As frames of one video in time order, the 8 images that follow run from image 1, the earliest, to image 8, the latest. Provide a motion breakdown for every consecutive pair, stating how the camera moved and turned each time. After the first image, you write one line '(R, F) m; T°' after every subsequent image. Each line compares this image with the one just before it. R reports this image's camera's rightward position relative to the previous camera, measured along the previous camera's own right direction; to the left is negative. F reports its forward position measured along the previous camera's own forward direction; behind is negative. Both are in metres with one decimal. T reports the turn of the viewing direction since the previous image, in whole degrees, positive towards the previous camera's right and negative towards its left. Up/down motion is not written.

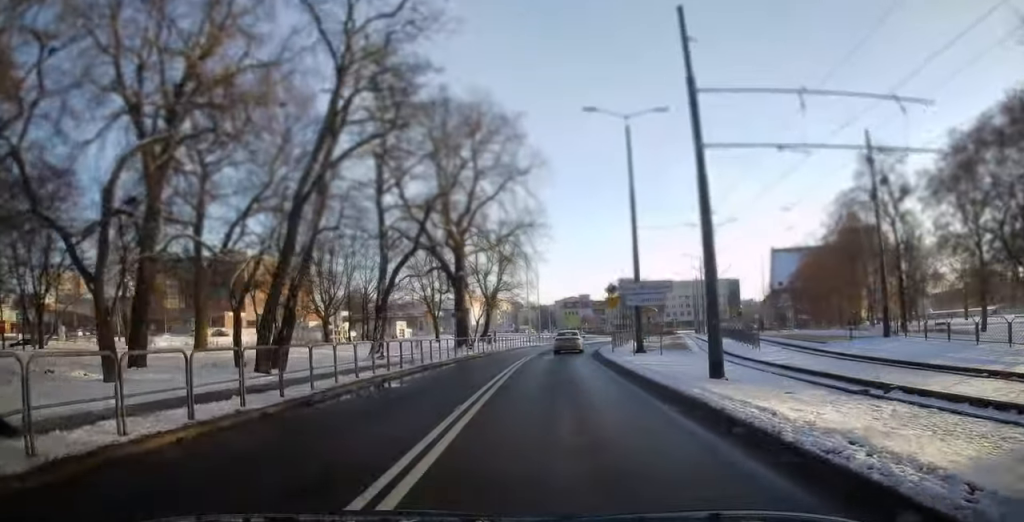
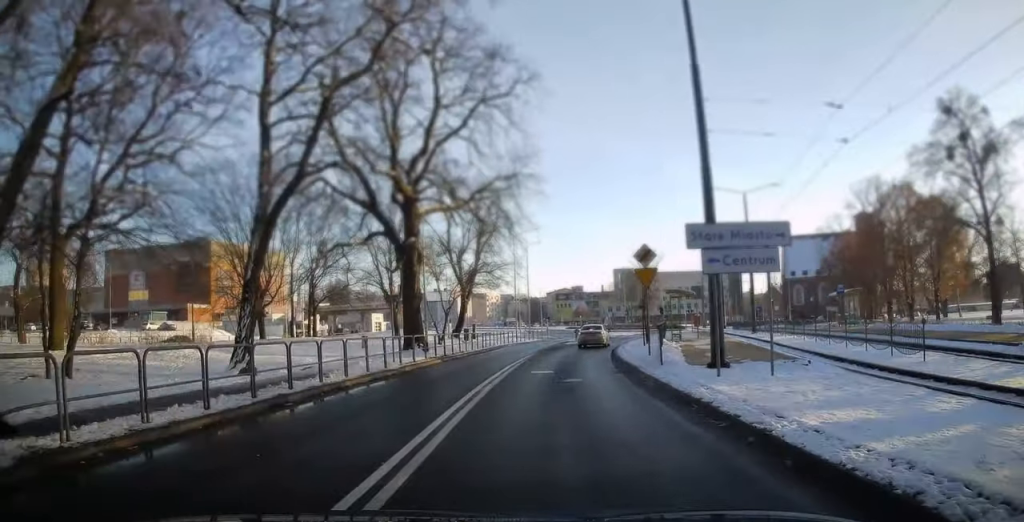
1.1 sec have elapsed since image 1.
(+0.2, +13.7) m; +1°
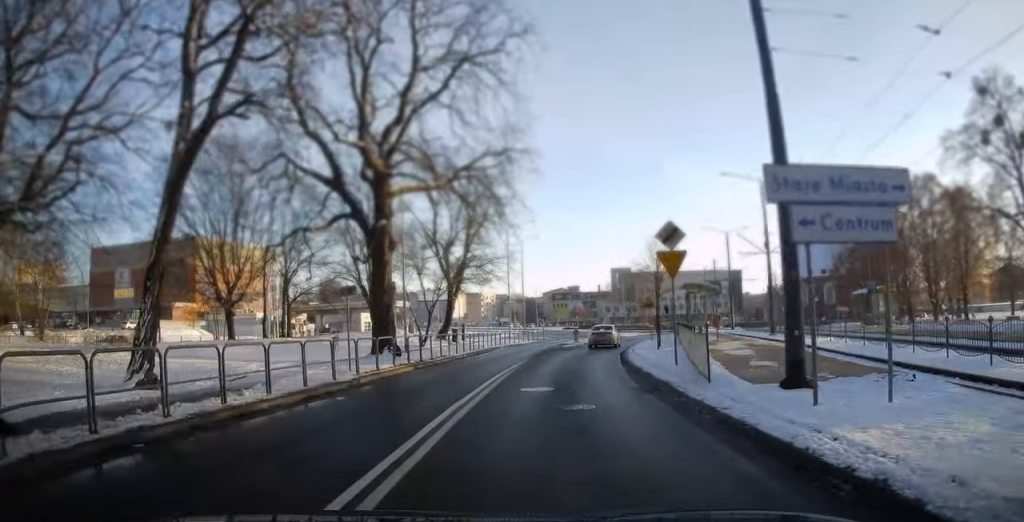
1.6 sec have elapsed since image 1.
(0.0, +4.9) m; 0°
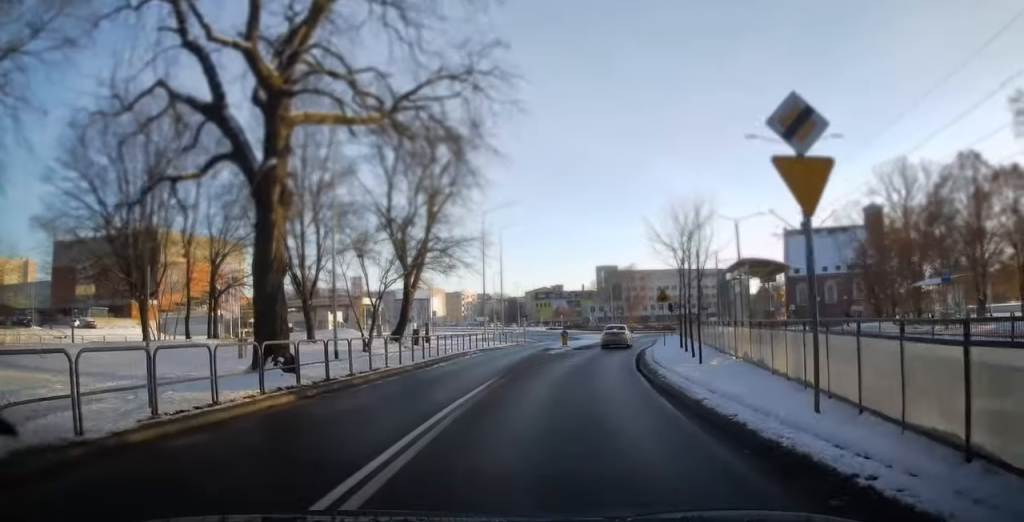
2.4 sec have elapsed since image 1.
(+0.1, +9.3) m; +2°
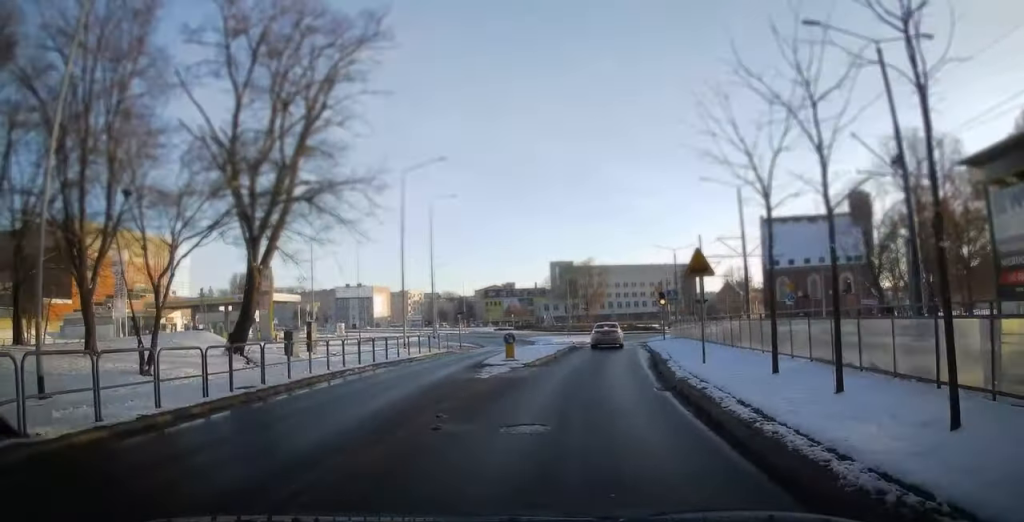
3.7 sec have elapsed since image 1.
(+0.5, +14.8) m; +4°
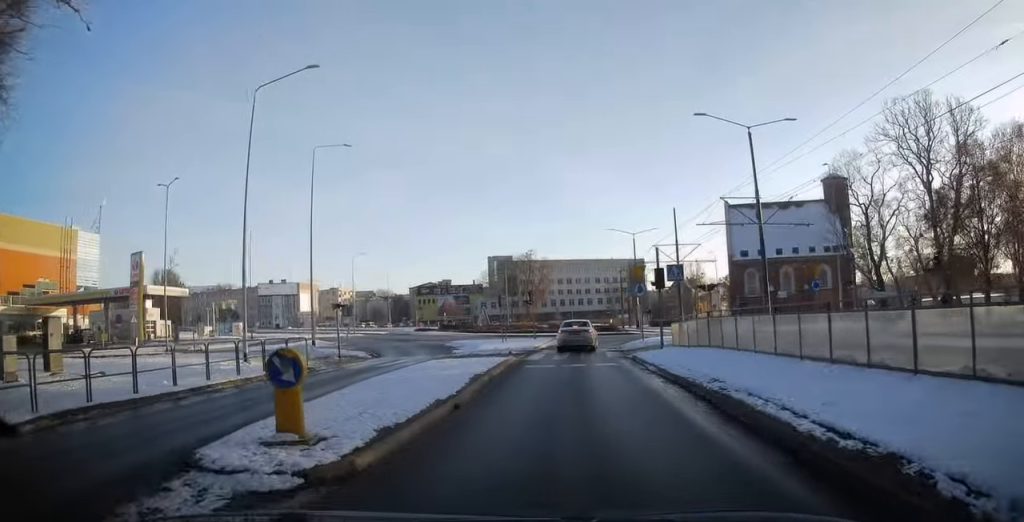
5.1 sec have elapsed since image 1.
(+0.6, +14.8) m; +5°
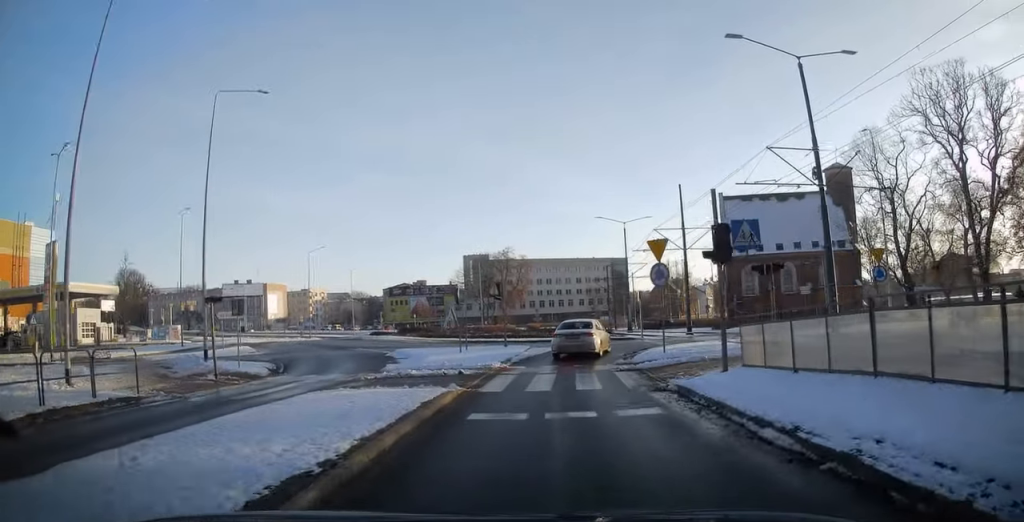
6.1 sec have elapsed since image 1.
(+0.4, +9.9) m; +3°
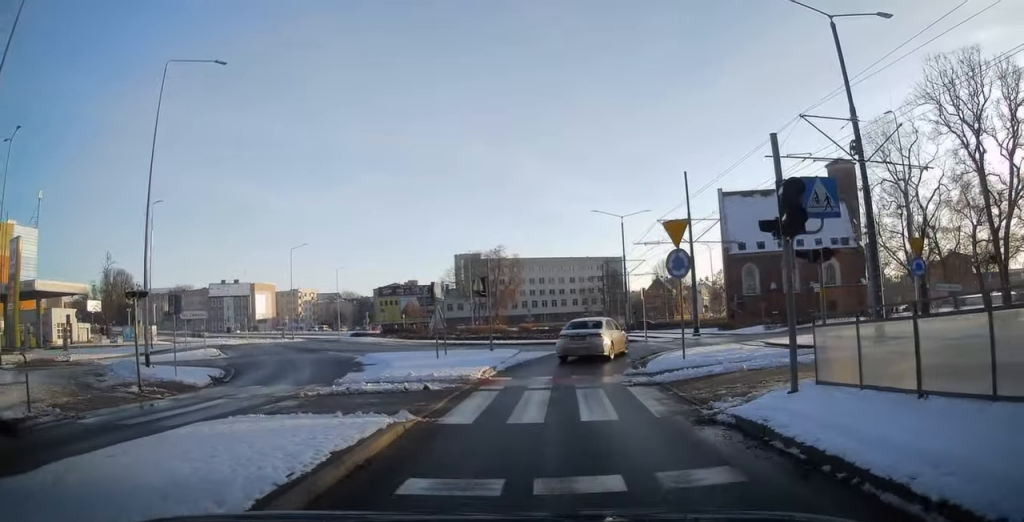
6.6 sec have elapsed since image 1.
(0.0, +3.9) m; 0°
